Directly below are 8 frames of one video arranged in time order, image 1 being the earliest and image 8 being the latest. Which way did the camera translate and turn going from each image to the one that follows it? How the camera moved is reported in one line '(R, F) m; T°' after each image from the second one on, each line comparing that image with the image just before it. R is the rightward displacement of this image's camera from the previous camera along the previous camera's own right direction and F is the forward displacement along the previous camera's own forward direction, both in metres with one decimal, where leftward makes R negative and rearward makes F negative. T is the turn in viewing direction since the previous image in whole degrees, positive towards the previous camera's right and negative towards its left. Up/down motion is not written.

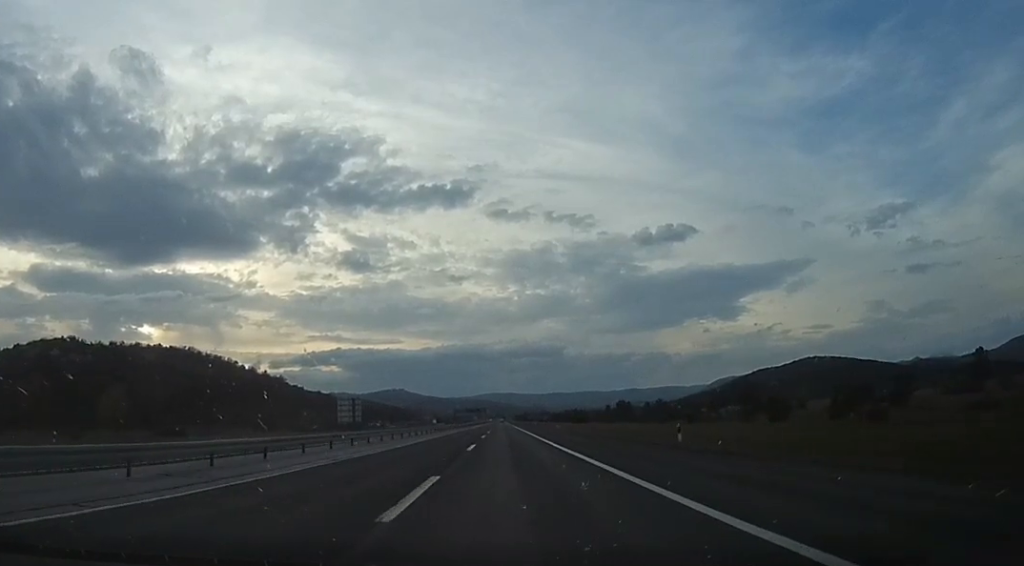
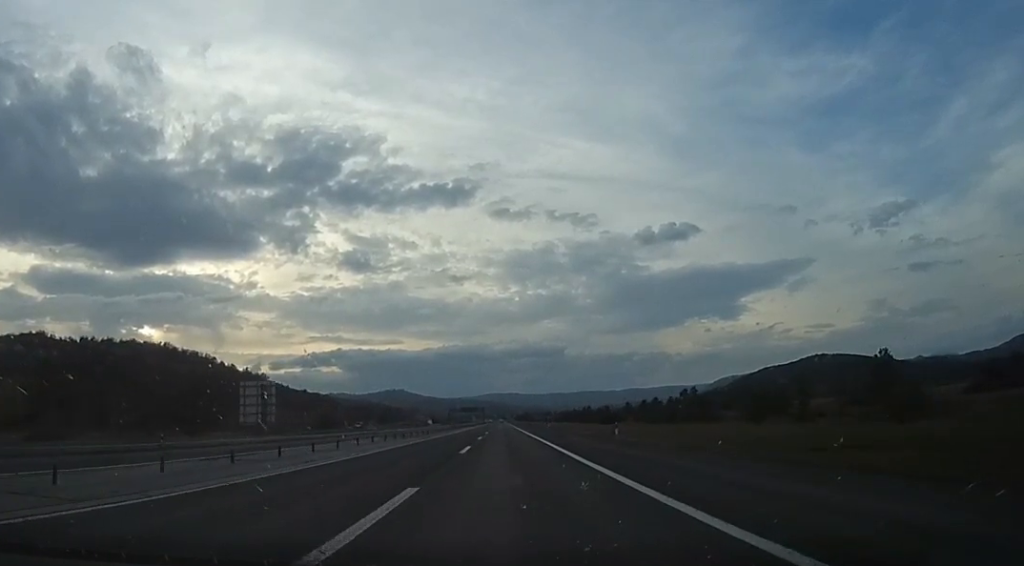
(+1.1, +38.0) m; -1°
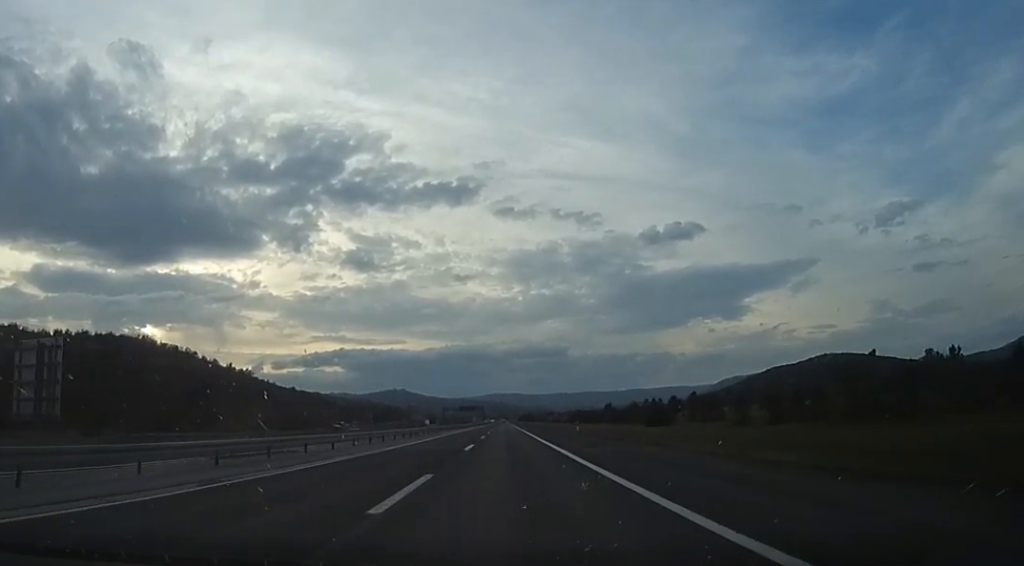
(-1.3, +33.0) m; -2°
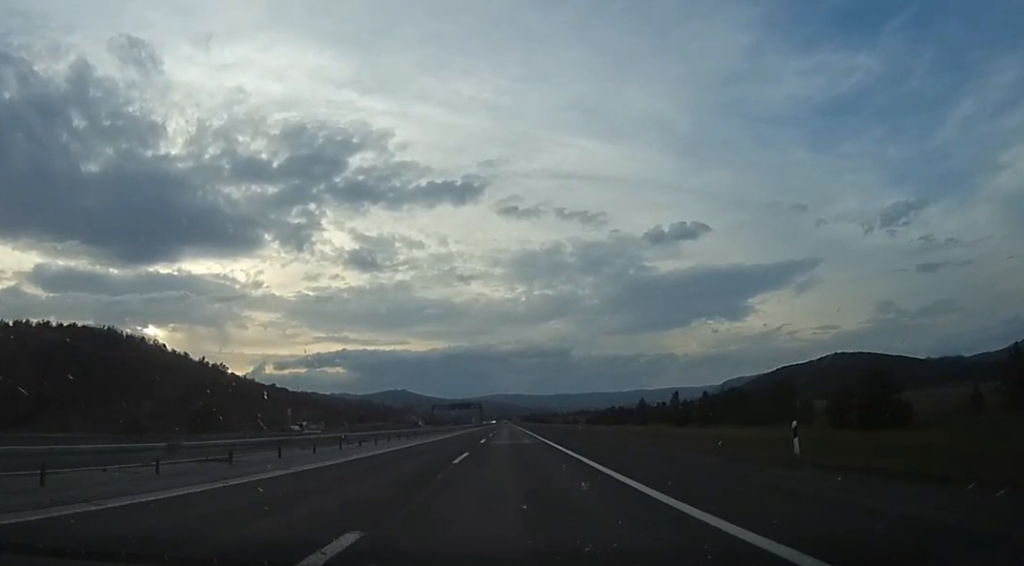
(0.0, +43.5) m; 0°
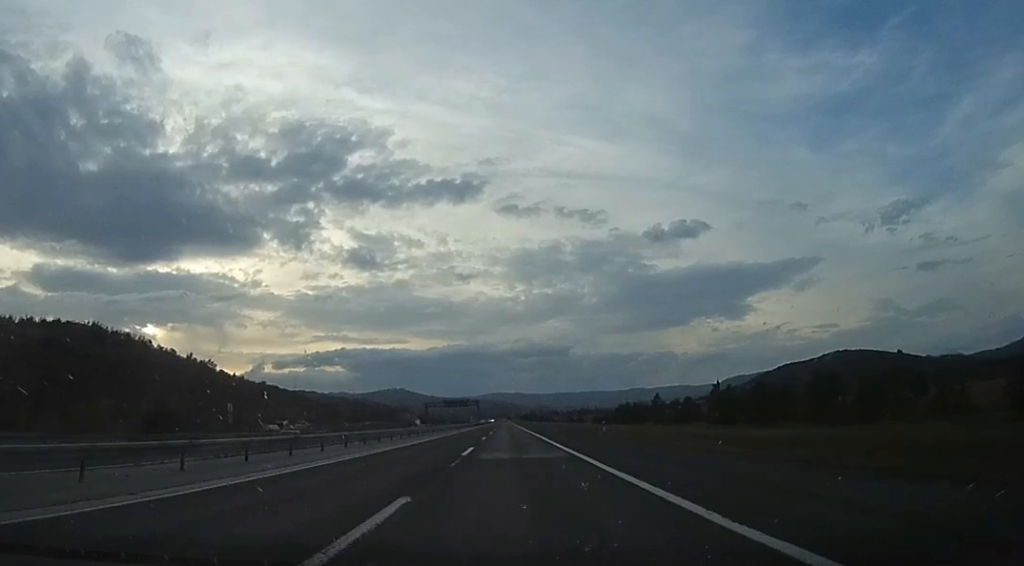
(0.0, +14.7) m; 0°
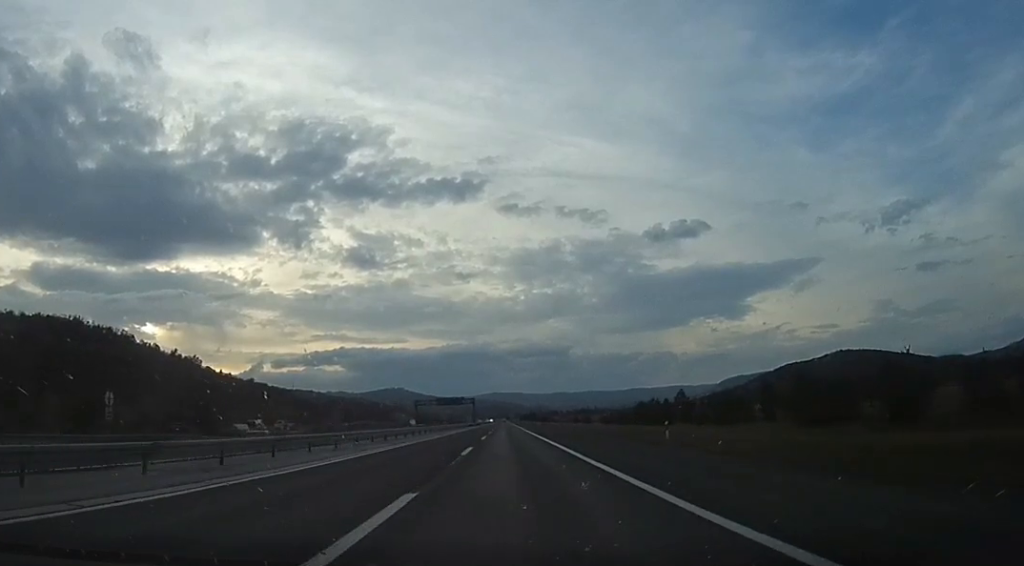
(0.0, +17.6) m; 0°
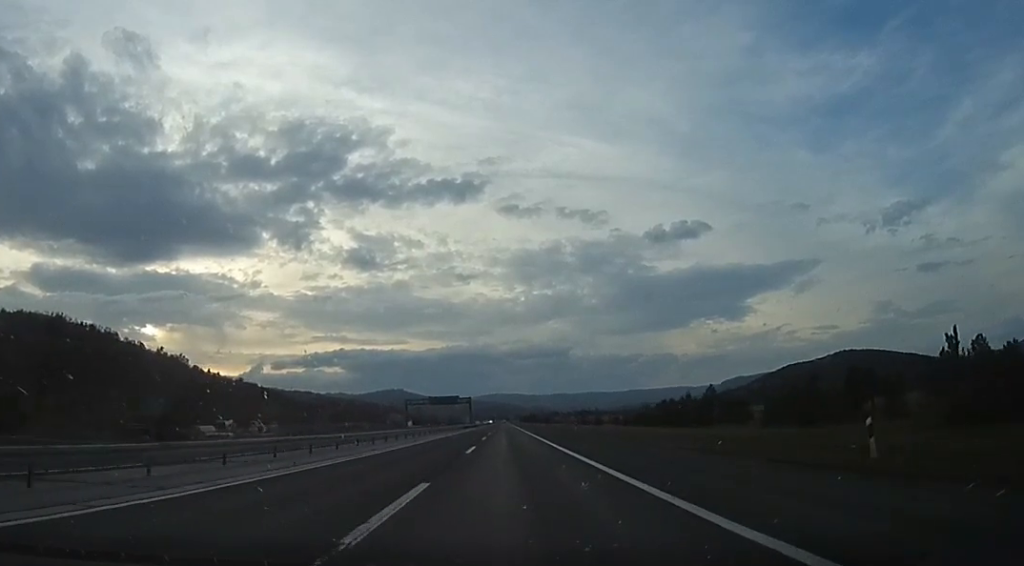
(0.0, +15.7) m; 0°
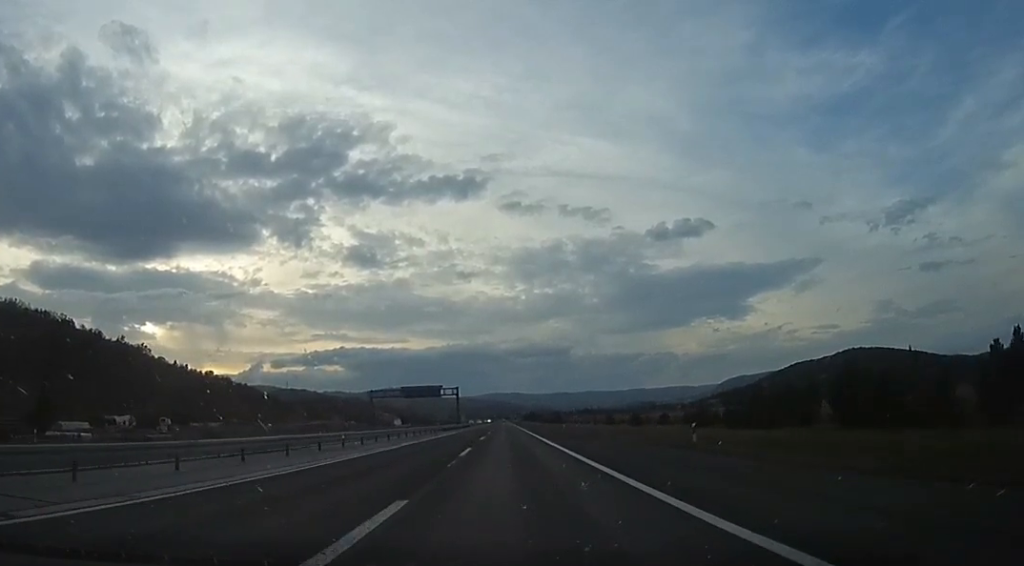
(0.0, +38.5) m; 0°
